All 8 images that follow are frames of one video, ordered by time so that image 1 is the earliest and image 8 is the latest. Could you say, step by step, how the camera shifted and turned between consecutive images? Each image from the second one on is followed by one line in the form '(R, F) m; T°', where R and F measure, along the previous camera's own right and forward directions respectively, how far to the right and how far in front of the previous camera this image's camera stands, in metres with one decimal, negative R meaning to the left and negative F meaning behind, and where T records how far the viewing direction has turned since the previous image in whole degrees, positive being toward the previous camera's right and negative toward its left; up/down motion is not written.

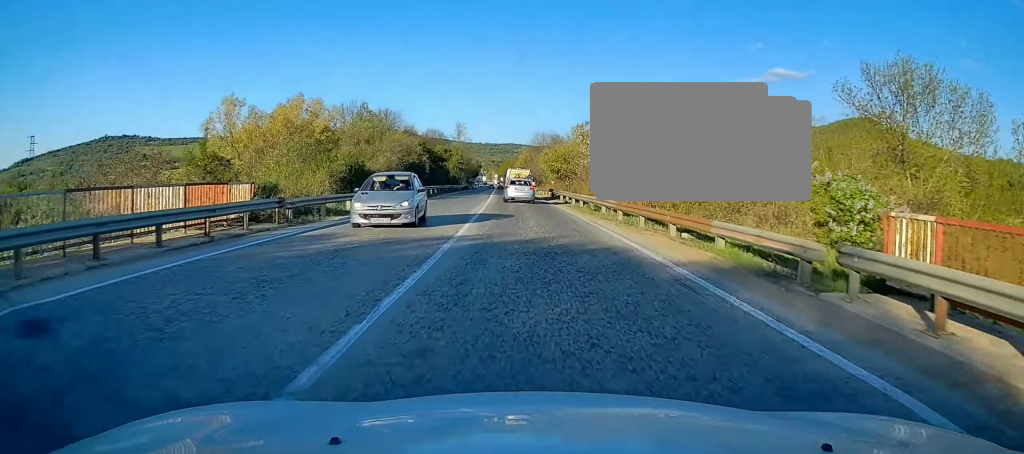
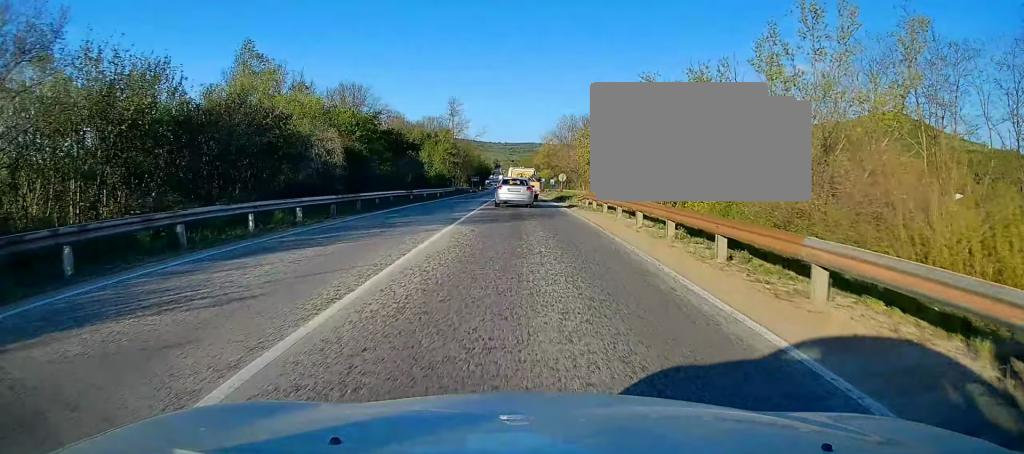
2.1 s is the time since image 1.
(-0.5, +39.7) m; -1°
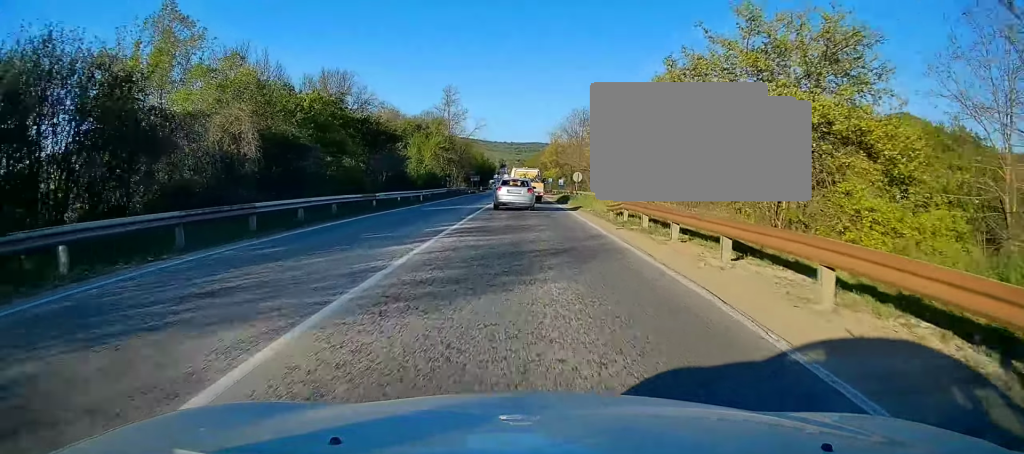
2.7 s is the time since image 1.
(0.0, +11.5) m; 0°
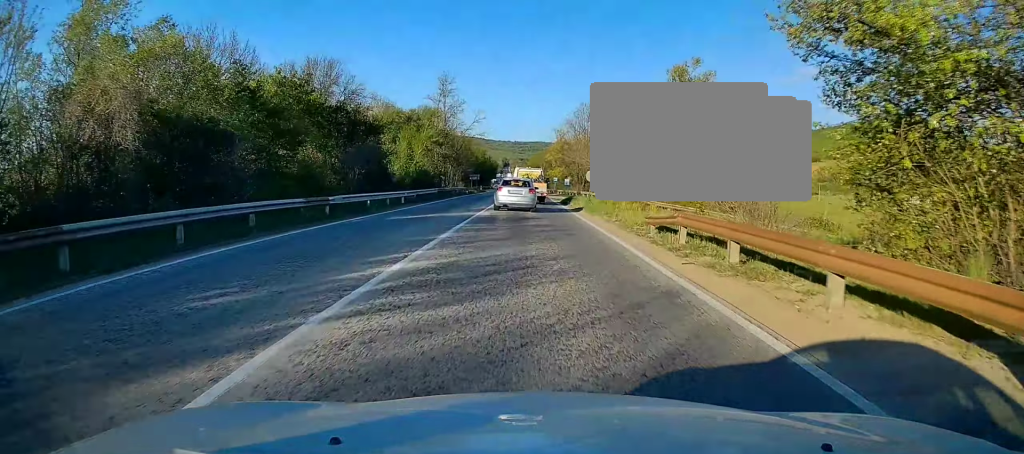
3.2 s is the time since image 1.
(0.0, +7.7) m; 0°
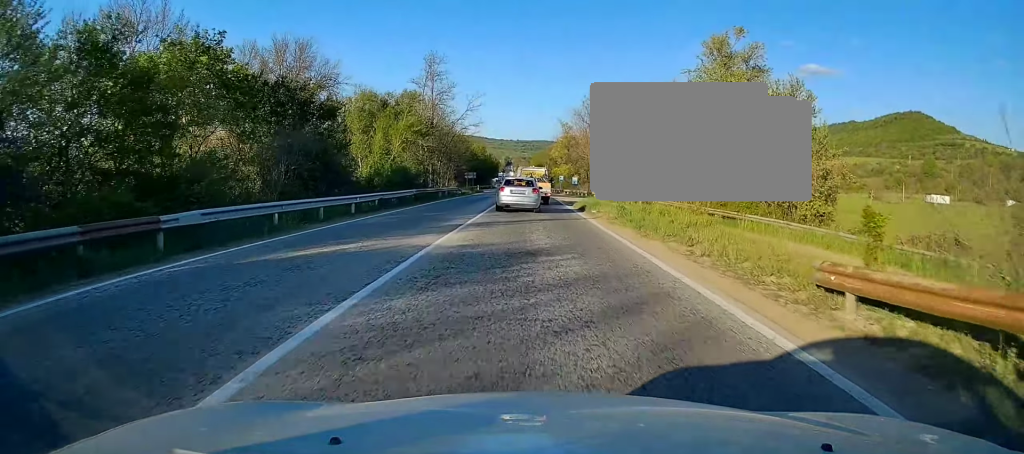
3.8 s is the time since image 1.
(0.0, +11.1) m; 0°
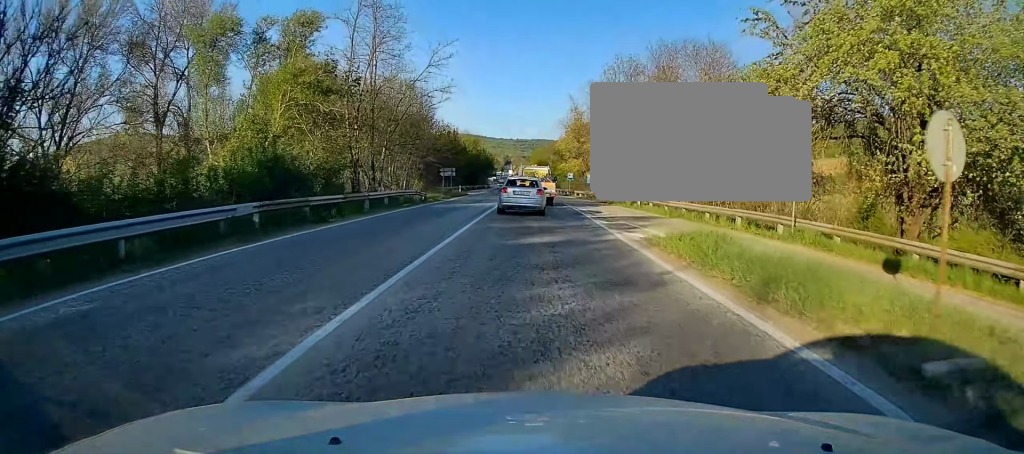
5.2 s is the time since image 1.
(-0.1, +23.4) m; 0°
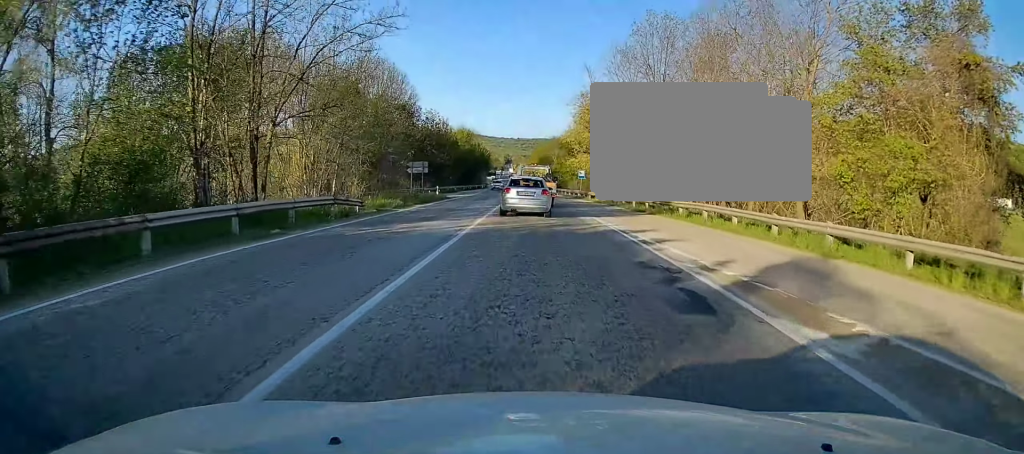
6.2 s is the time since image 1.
(0.0, +16.8) m; 0°
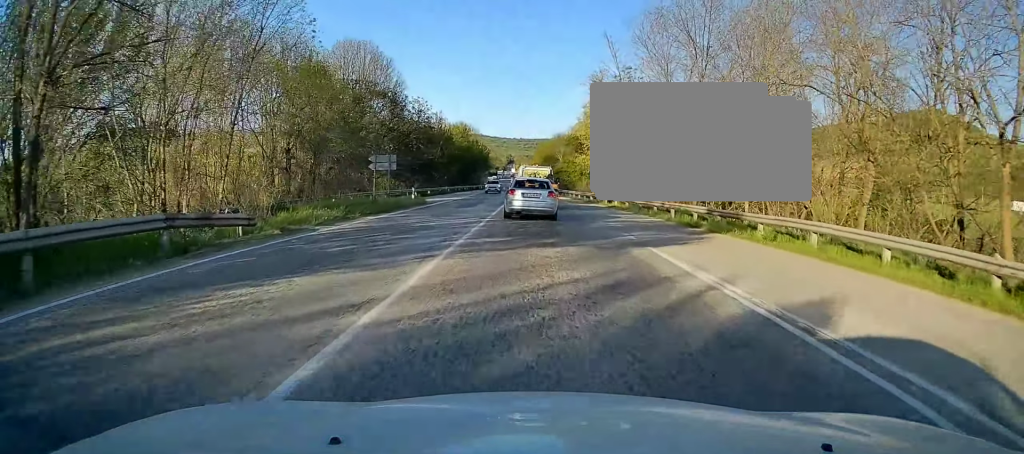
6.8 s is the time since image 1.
(-0.1, +11.1) m; -1°
